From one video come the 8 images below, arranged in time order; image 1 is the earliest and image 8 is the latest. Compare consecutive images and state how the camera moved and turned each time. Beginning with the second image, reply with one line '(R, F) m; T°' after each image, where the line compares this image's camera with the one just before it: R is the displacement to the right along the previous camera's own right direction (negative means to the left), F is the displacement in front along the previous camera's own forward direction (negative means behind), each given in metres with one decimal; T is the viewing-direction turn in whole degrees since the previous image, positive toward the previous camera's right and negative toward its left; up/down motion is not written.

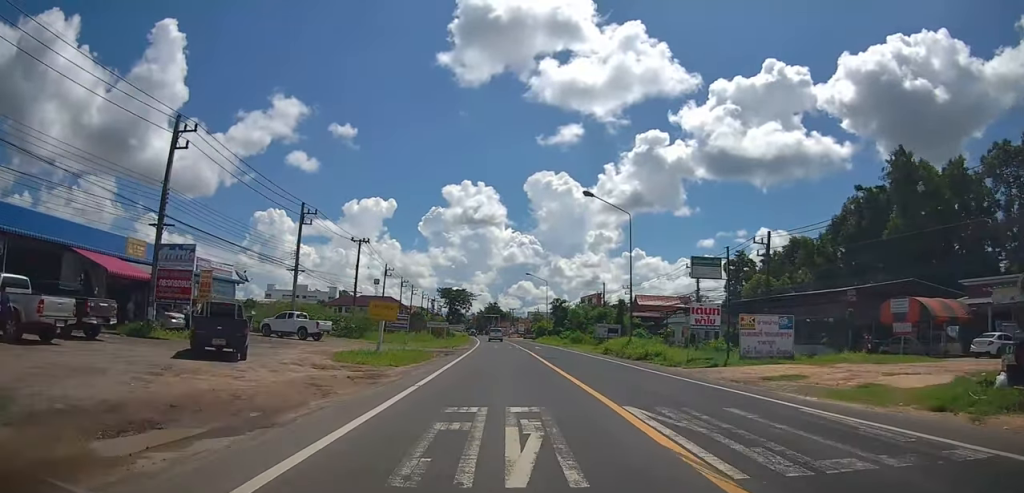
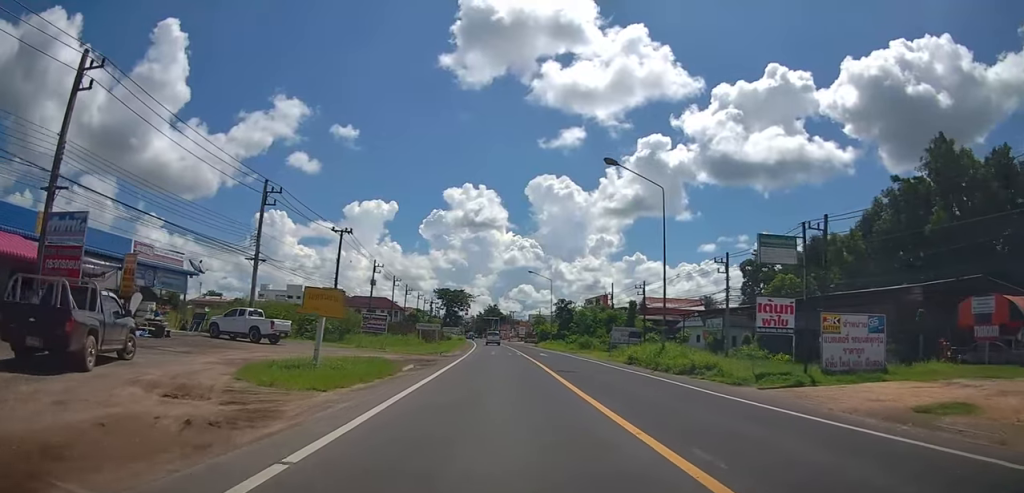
(+0.2, +7.5) m; 0°
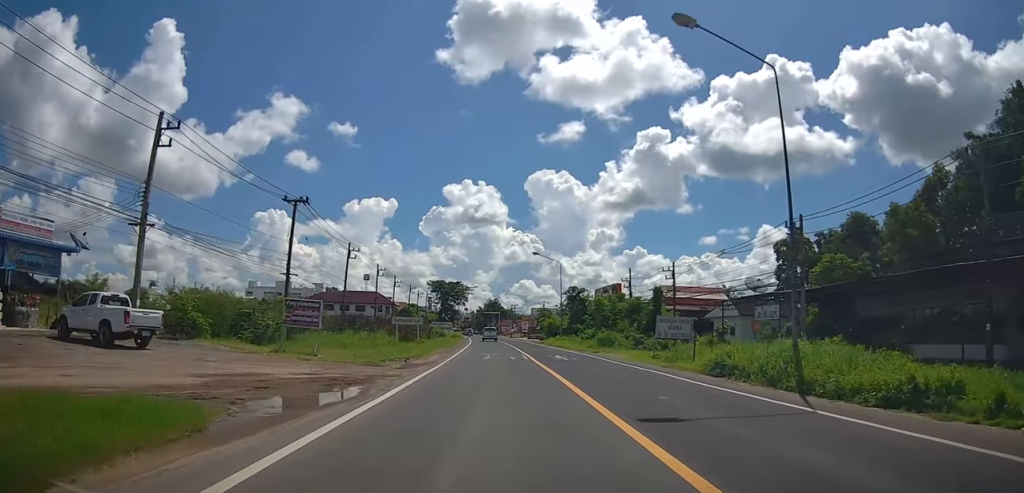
(-0.6, +12.8) m; 0°
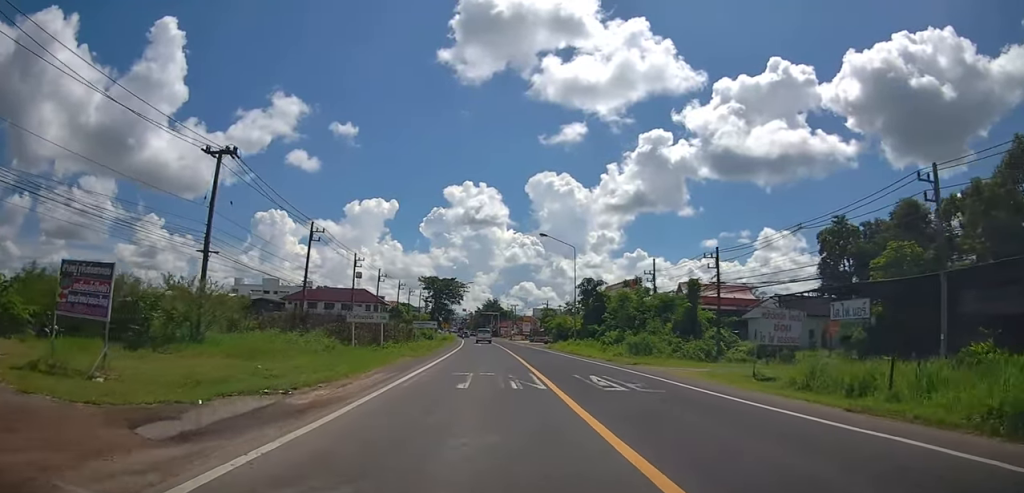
(+0.6, +12.8) m; -1°
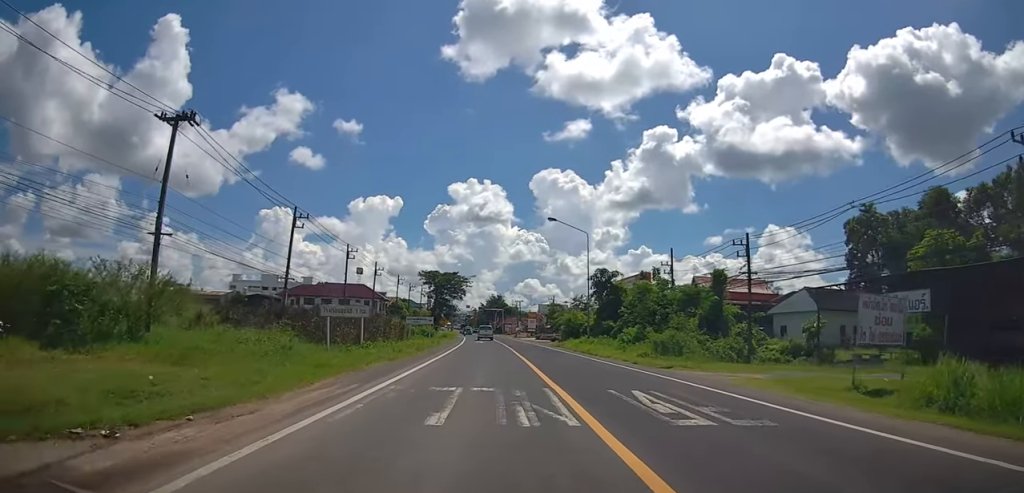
(-0.3, +5.4) m; -2°
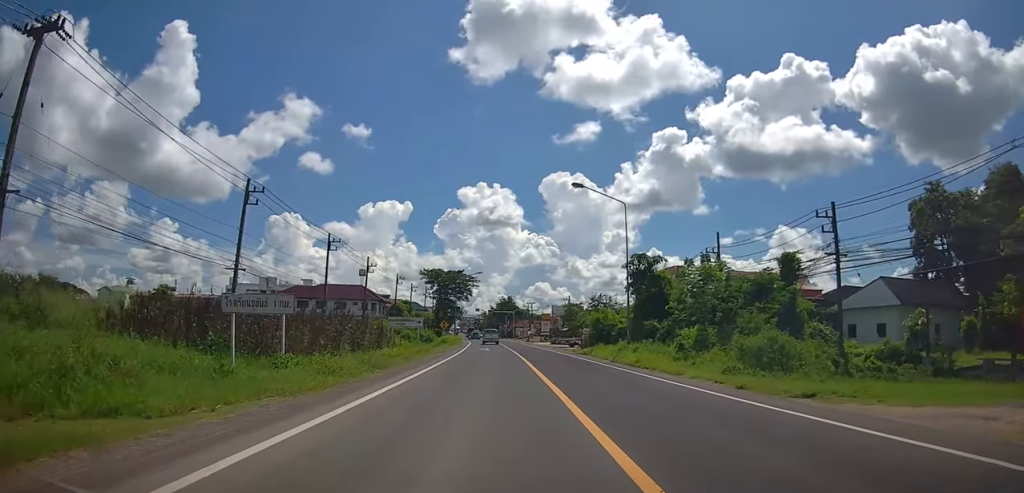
(-0.3, +10.9) m; -2°
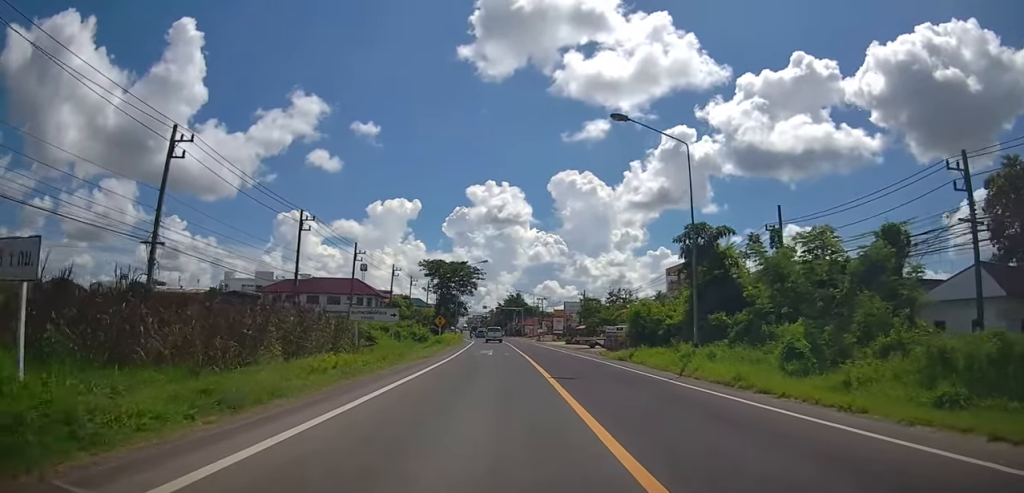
(0.0, +10.4) m; +1°
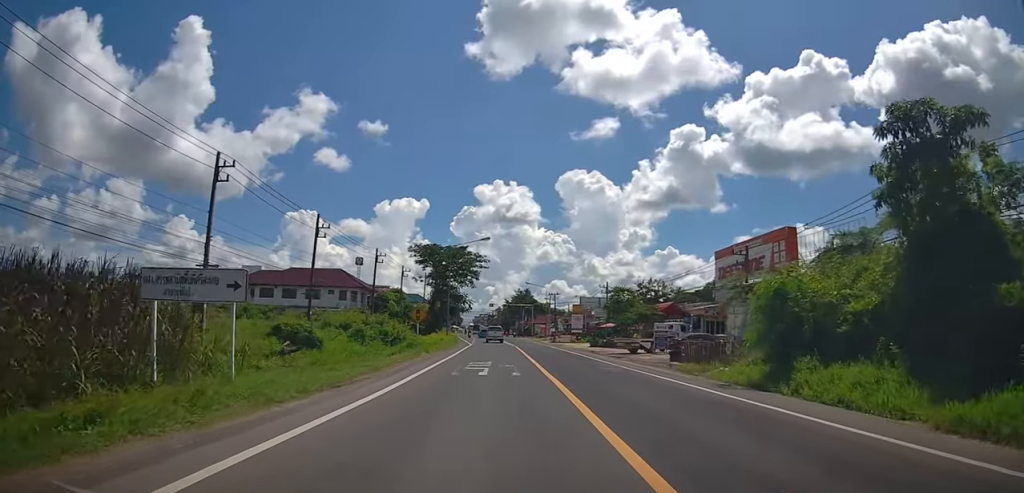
(+0.8, +16.0) m; +3°
